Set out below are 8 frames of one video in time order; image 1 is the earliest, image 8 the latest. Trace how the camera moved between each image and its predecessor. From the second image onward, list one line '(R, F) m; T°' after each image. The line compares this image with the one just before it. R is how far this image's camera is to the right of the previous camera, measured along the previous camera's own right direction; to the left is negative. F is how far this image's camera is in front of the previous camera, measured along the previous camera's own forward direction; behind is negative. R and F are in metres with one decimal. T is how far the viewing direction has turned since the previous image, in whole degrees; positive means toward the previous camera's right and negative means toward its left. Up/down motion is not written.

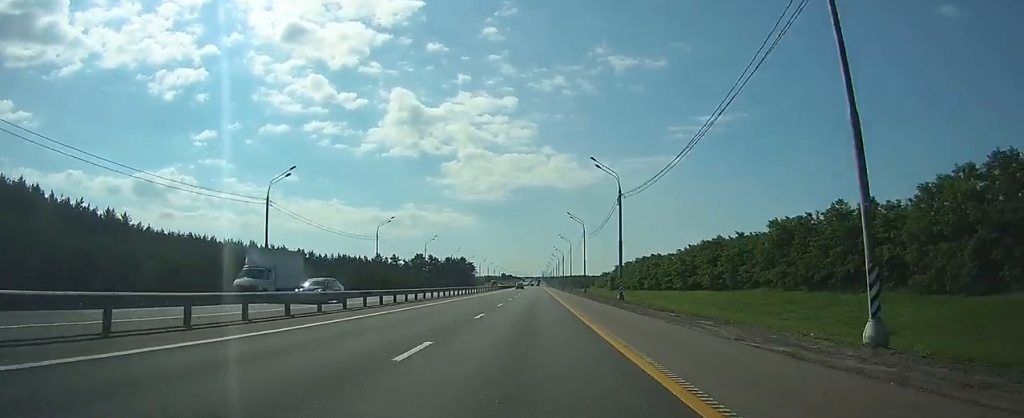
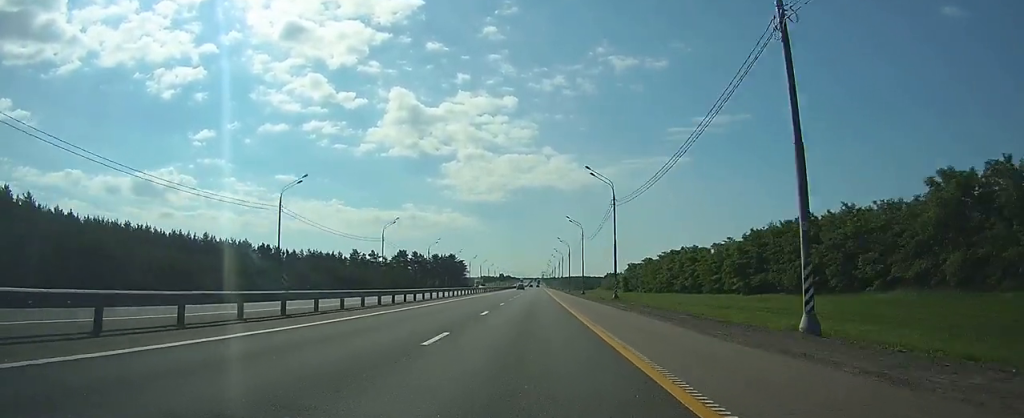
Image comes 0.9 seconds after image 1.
(0.0, +33.3) m; 0°
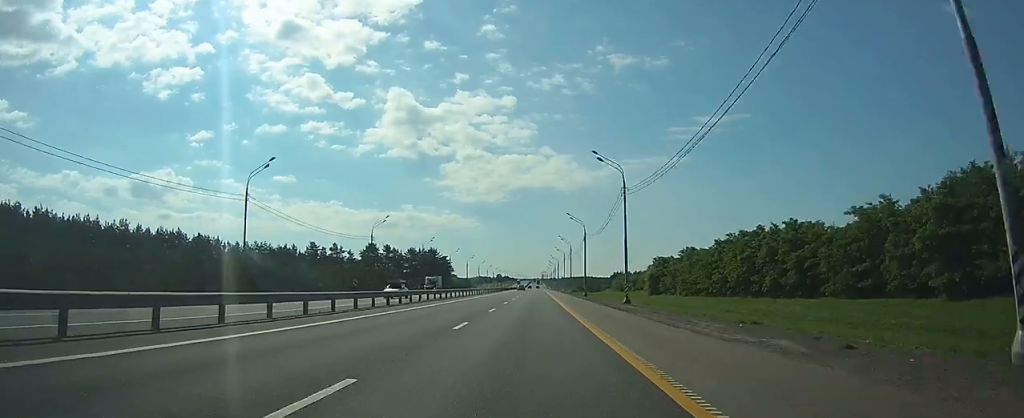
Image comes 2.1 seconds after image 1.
(0.0, +42.9) m; 0°
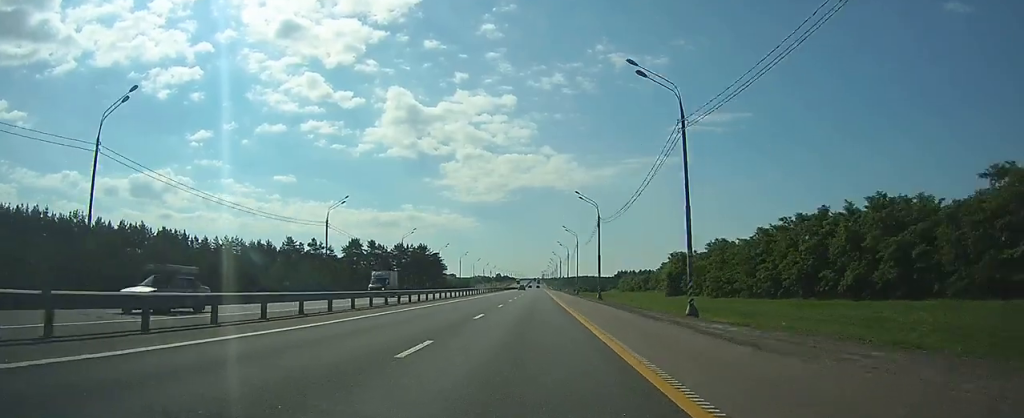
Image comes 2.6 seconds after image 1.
(0.0, +18.3) m; 0°
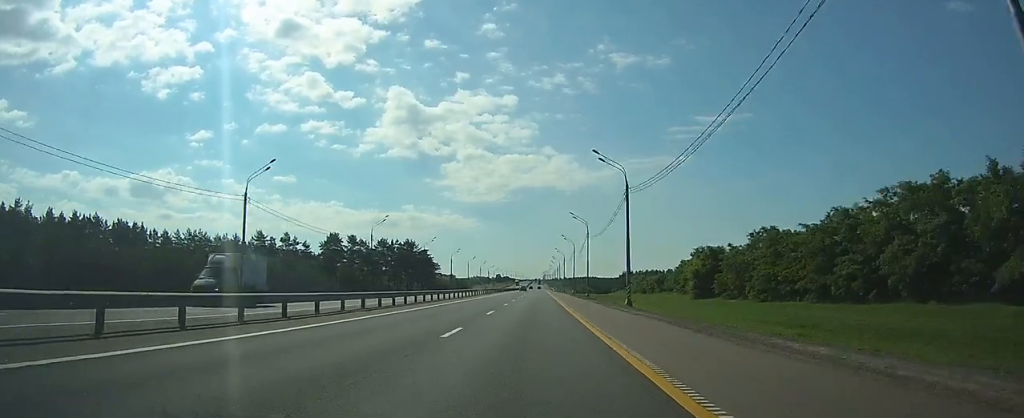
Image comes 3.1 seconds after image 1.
(0.0, +19.5) m; 0°
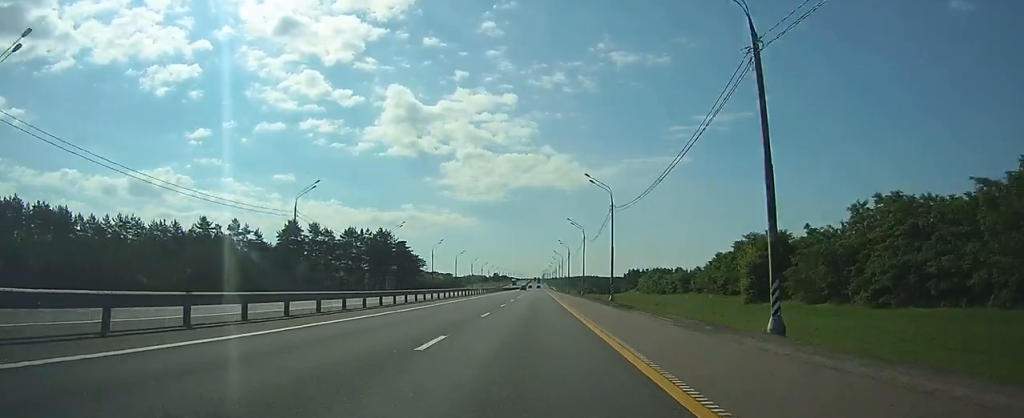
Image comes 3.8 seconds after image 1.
(0.0, +26.7) m; 0°
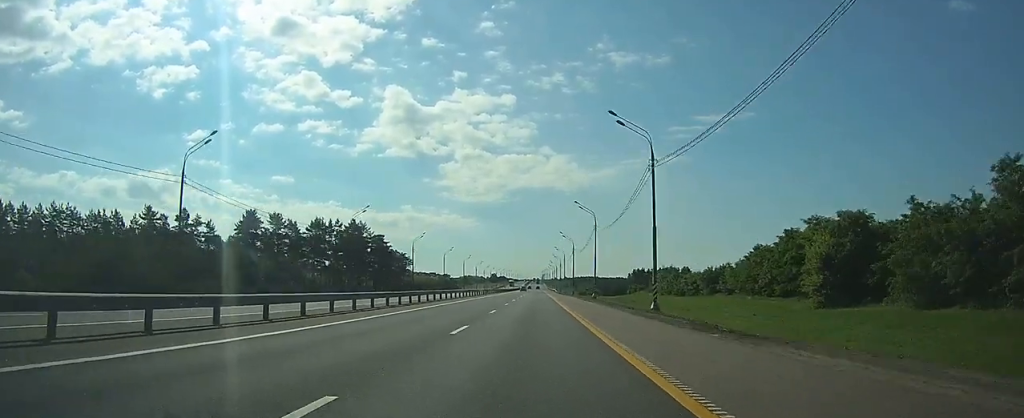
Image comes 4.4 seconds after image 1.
(0.0, +19.4) m; 0°
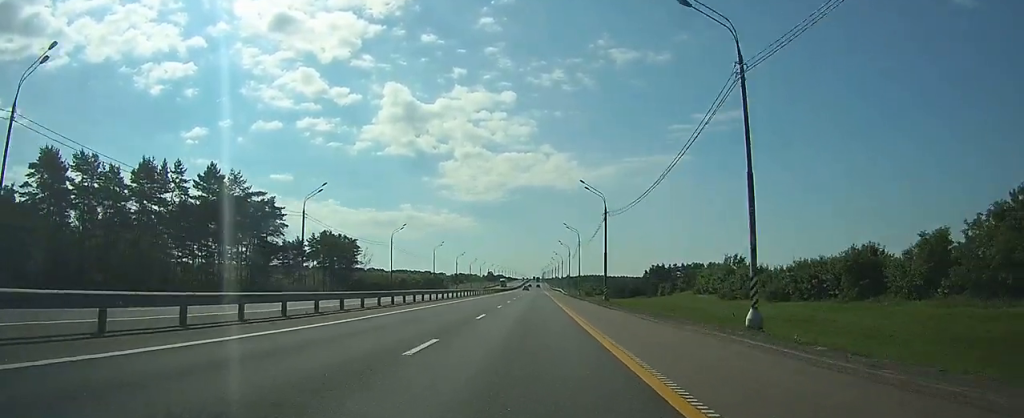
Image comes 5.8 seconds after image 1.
(0.0, +51.9) m; 0°
